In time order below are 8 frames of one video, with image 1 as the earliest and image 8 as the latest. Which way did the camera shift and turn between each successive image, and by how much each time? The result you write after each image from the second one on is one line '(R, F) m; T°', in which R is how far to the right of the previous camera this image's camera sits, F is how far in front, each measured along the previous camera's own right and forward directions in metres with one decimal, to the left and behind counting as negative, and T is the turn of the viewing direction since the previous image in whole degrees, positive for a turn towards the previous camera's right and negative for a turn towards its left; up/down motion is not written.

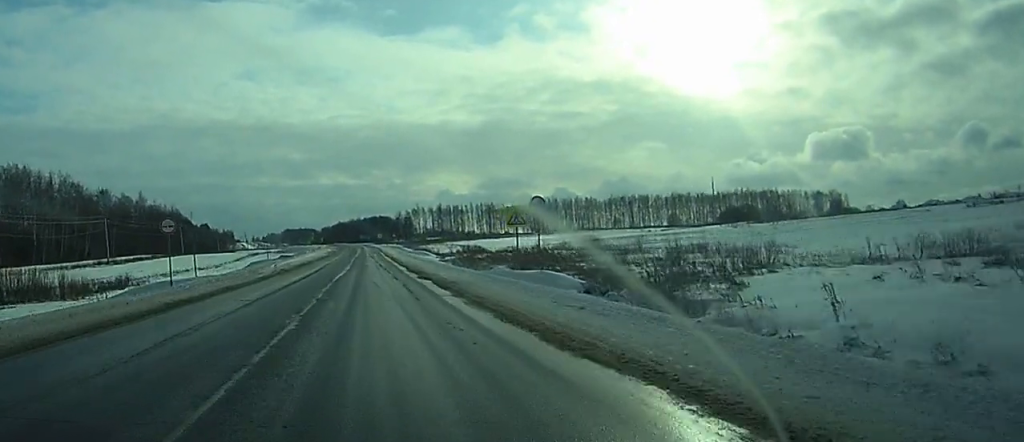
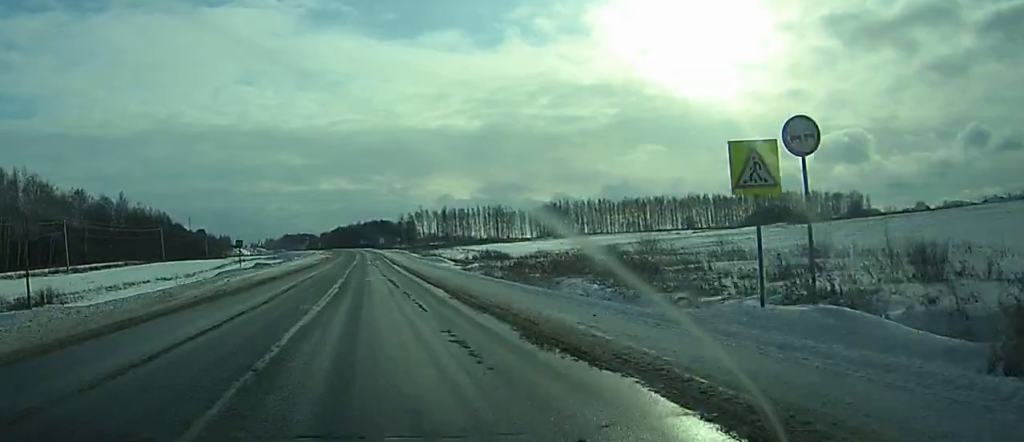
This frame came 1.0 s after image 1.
(0.0, +24.4) m; +1°
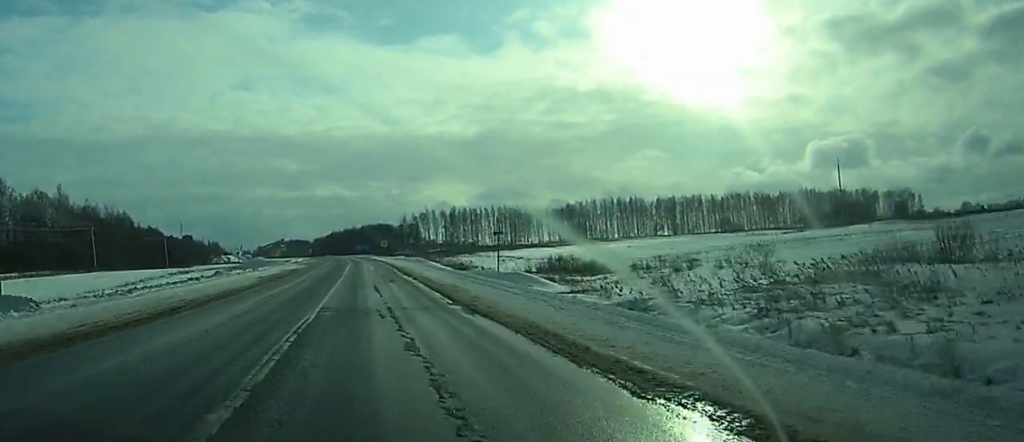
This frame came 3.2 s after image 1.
(-0.1, +55.9) m; -1°
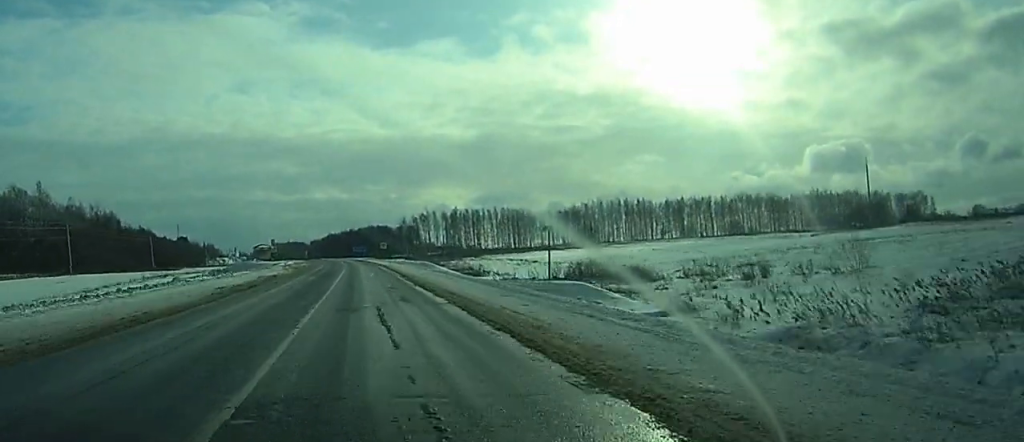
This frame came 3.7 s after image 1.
(-0.1, +13.3) m; 0°
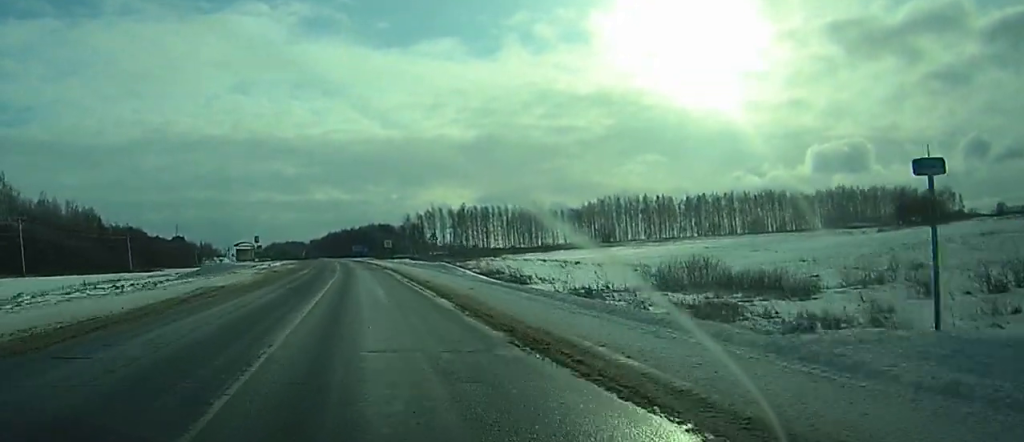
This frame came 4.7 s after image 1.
(+0.3, +23.1) m; +1°
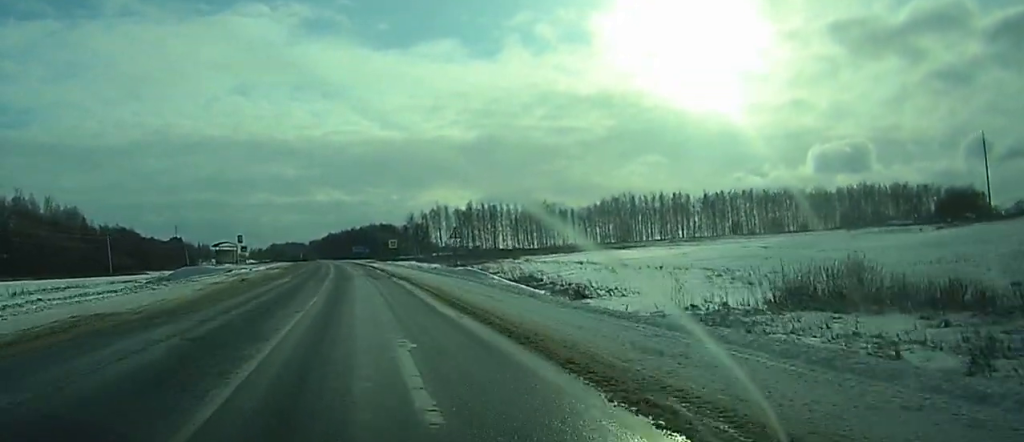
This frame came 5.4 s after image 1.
(0.0, +17.2) m; 0°
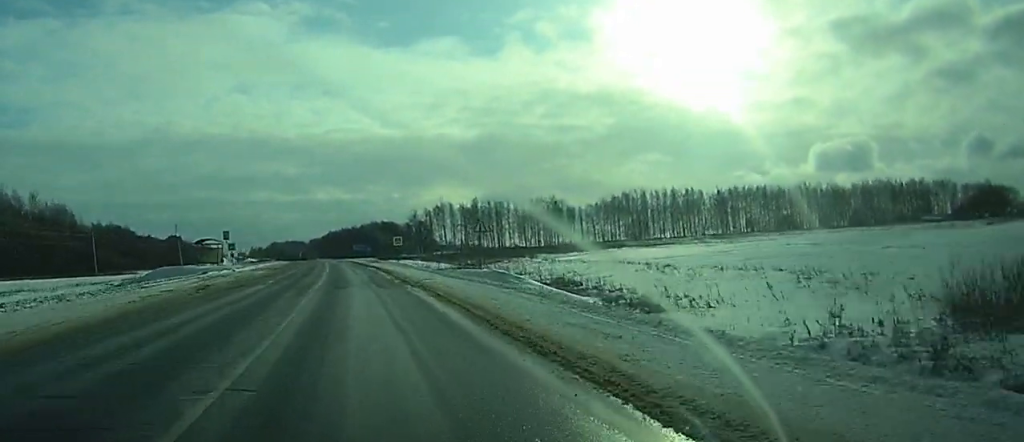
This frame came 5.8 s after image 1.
(0.0, +11.5) m; 0°
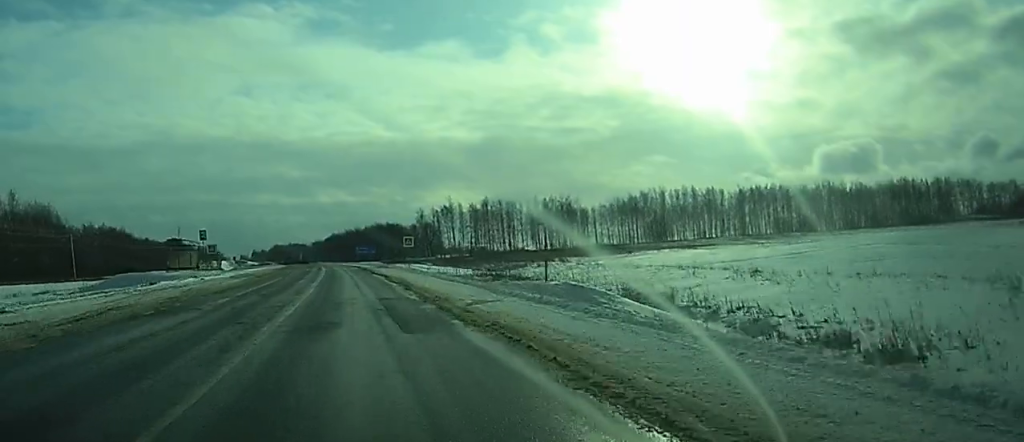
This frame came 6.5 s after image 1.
(0.0, +15.5) m; 0°
